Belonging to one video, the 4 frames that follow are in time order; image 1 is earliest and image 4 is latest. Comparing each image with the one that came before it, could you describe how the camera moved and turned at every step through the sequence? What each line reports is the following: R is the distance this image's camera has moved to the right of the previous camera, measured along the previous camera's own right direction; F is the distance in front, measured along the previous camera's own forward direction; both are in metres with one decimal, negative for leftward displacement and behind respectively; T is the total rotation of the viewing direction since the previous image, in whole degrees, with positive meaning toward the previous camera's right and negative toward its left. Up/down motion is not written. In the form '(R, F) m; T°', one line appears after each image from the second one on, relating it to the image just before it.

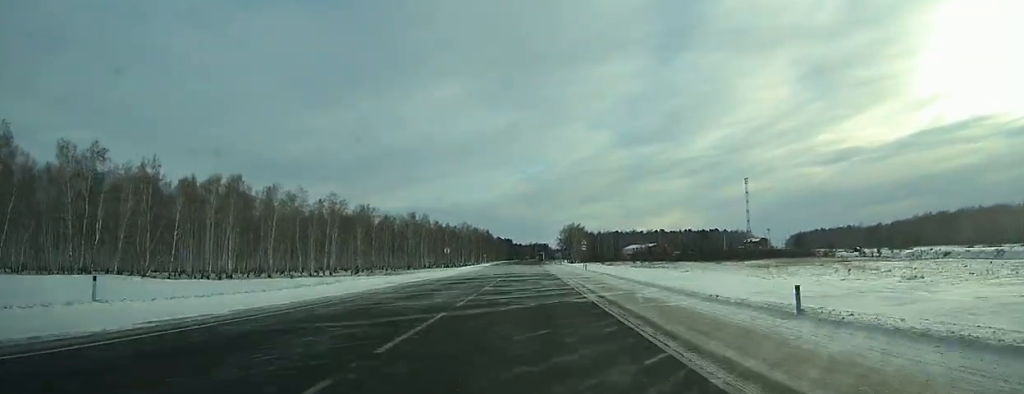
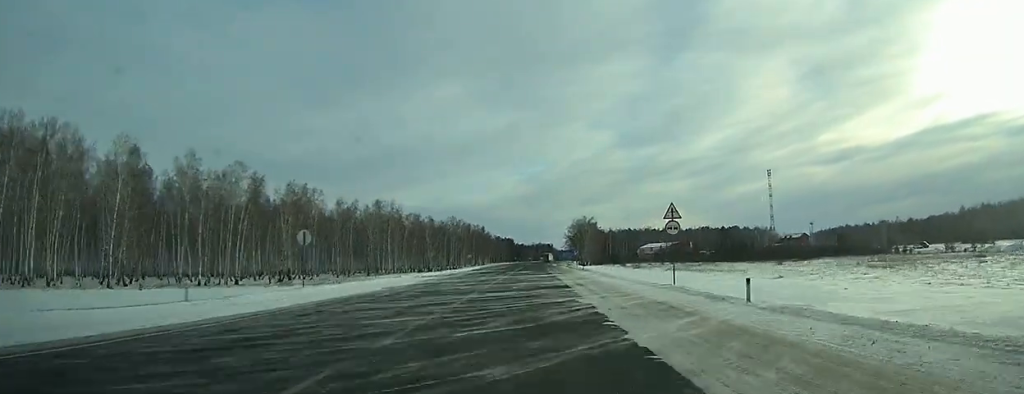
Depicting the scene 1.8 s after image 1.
(0.0, +47.1) m; 0°
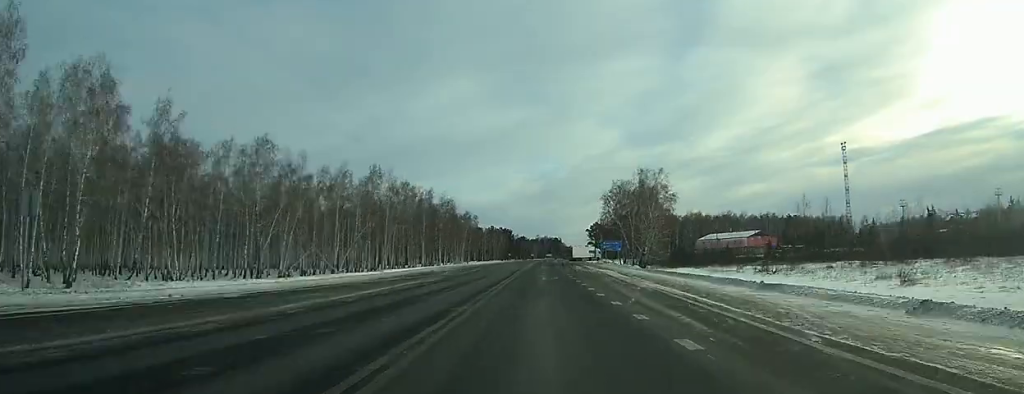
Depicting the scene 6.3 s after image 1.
(-0.9, +116.4) m; 0°
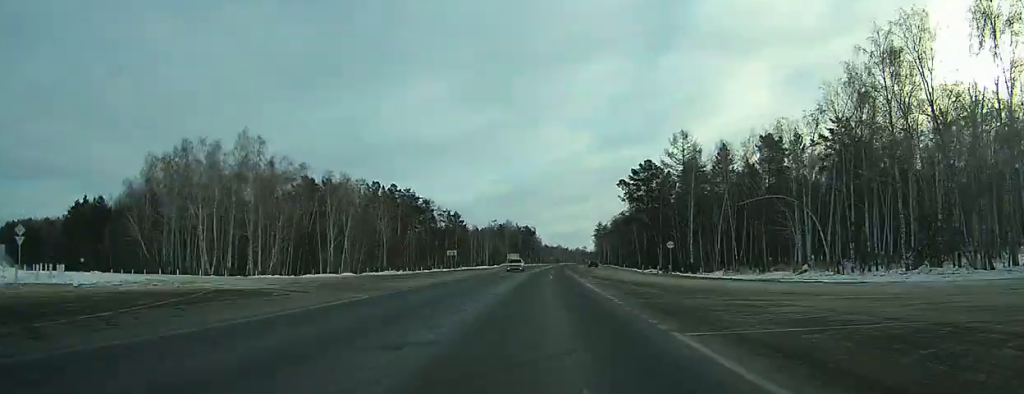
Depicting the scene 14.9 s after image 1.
(+5.7, +215.1) m; +1°
